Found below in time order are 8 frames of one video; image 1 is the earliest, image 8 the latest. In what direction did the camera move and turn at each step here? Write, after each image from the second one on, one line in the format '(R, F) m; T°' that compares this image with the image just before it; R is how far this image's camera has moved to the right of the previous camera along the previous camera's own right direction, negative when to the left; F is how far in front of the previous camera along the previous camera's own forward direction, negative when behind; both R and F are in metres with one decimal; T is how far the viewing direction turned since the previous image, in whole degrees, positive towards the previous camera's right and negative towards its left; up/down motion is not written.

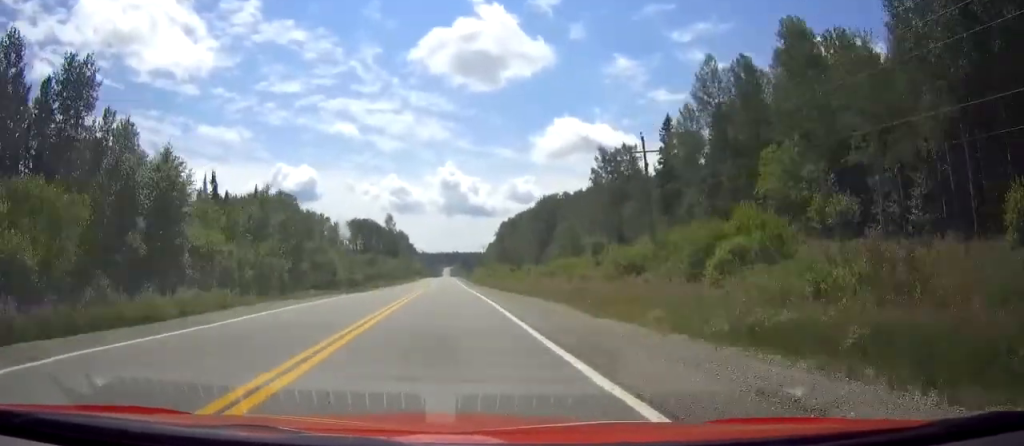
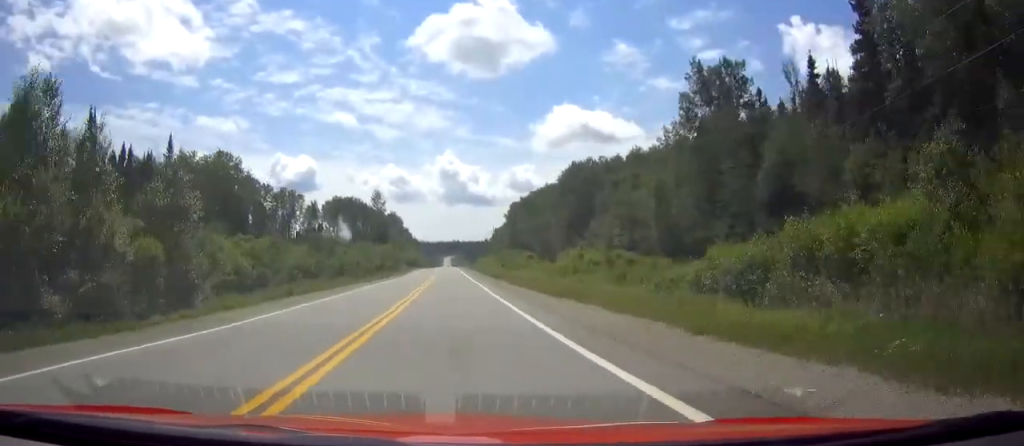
(0.0, +43.6) m; 0°
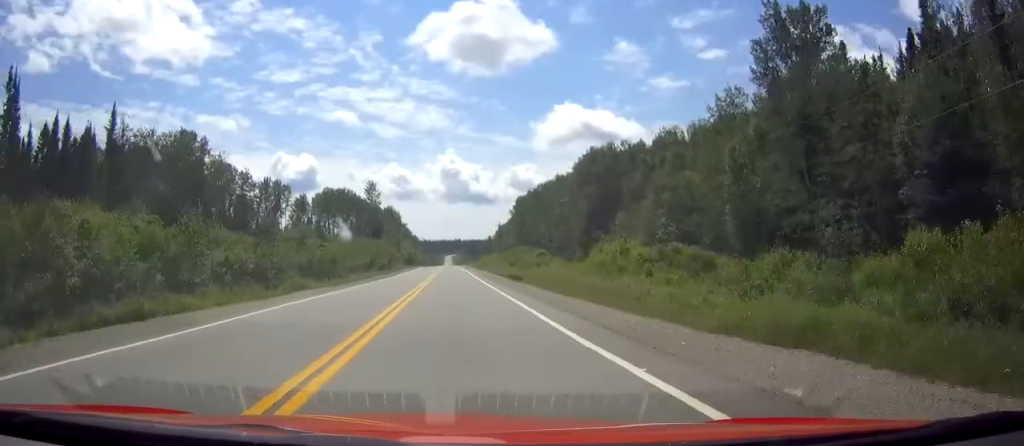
(0.0, +17.8) m; 0°
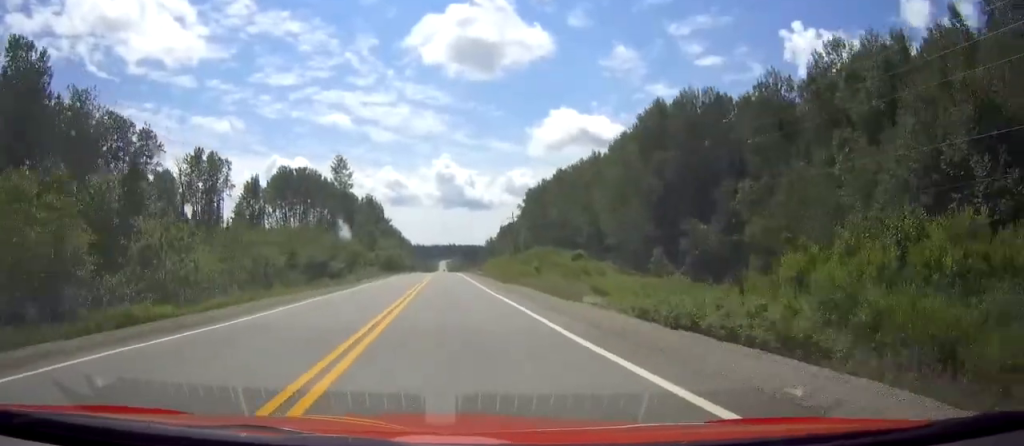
(0.0, +45.0) m; 0°
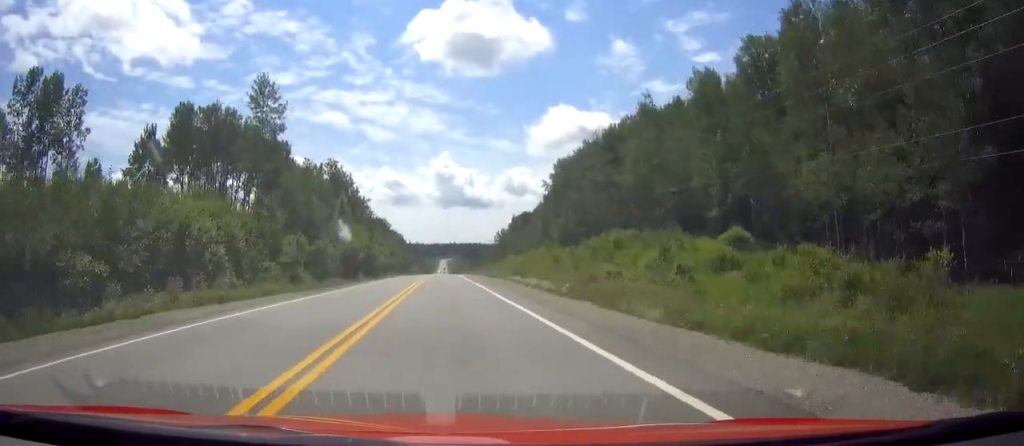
(+0.1, +53.9) m; 0°
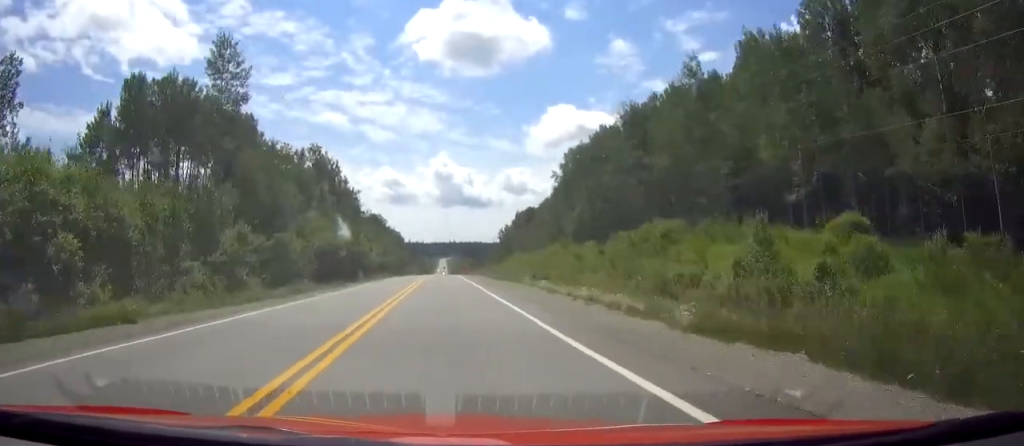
(0.0, +14.1) m; 0°
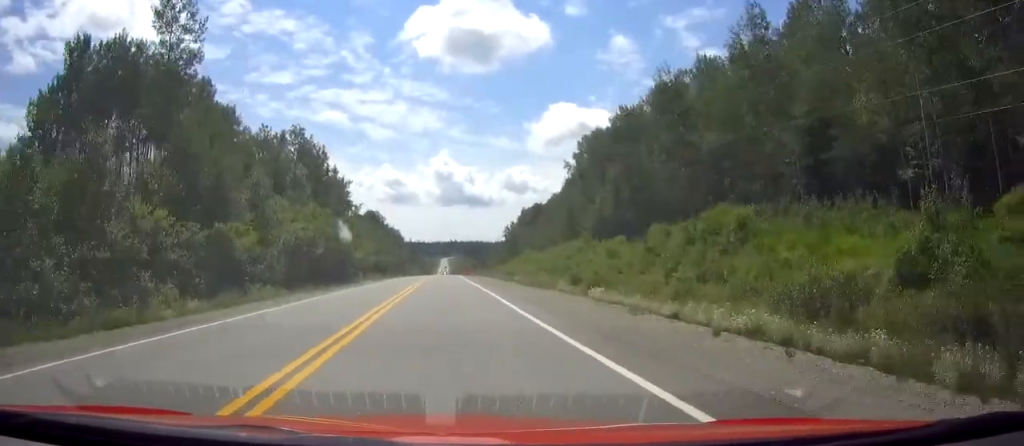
(0.0, +12.8) m; 0°
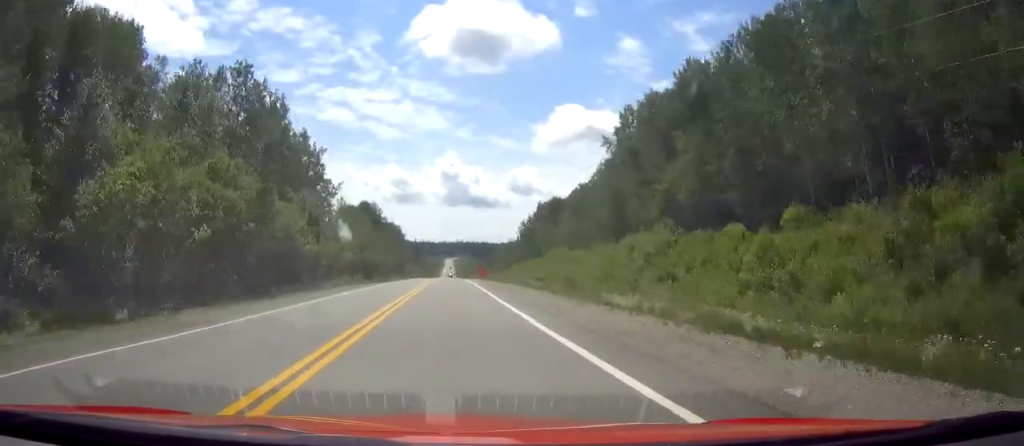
(-0.1, +27.6) m; 0°
